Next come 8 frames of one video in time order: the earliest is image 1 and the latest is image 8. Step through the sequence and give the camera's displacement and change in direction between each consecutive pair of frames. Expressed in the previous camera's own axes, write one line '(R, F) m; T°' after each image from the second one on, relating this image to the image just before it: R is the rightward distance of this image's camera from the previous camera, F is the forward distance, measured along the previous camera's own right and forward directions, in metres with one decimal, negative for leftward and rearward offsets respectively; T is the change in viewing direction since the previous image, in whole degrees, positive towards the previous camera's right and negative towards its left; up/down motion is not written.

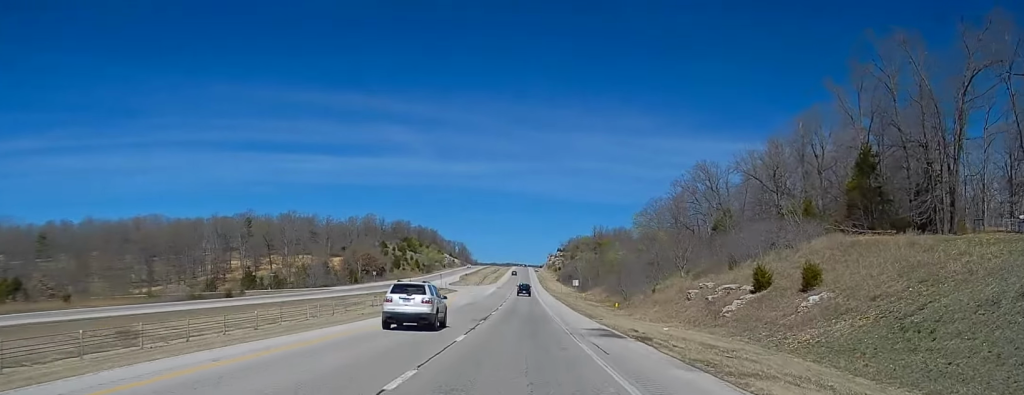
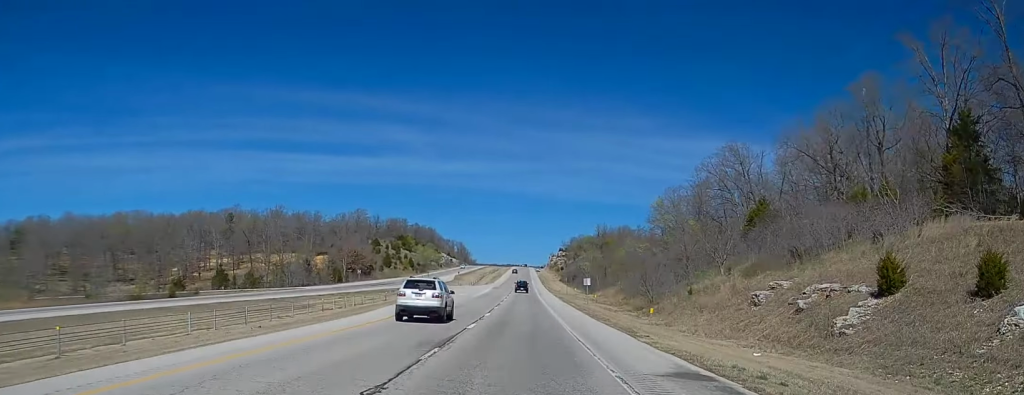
(0.0, +19.8) m; +1°
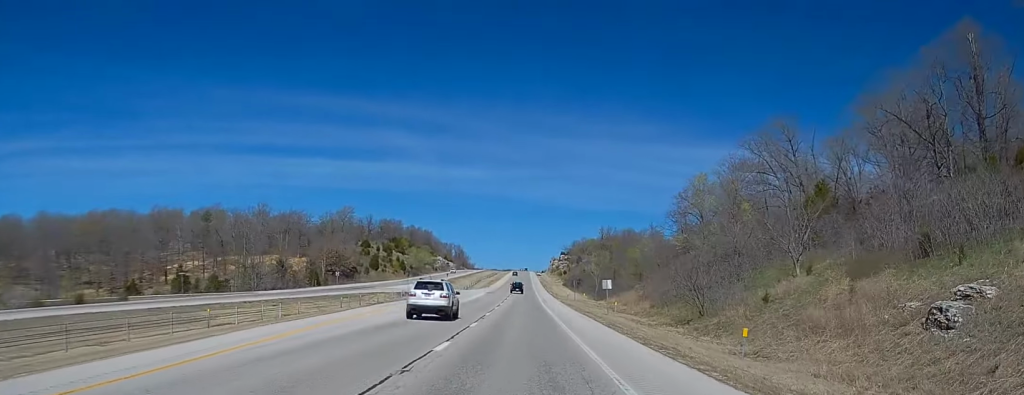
(+0.2, +22.2) m; 0°
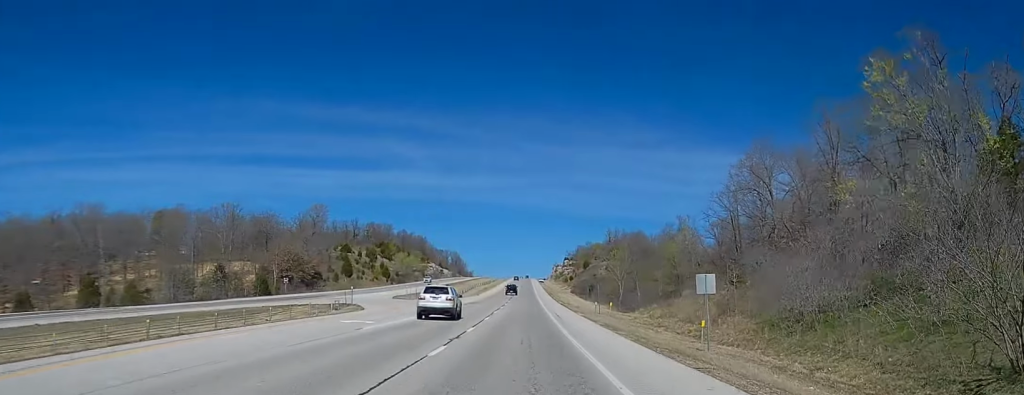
(-0.3, +37.3) m; -1°
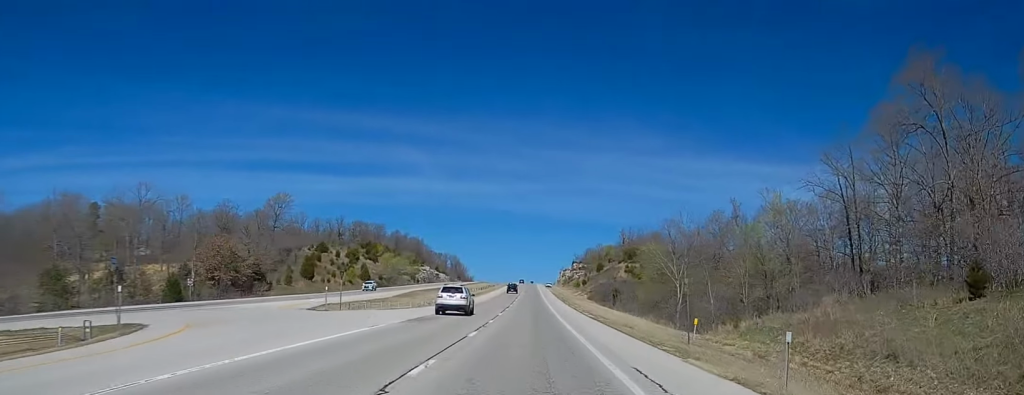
(-0.4, +40.9) m; -1°
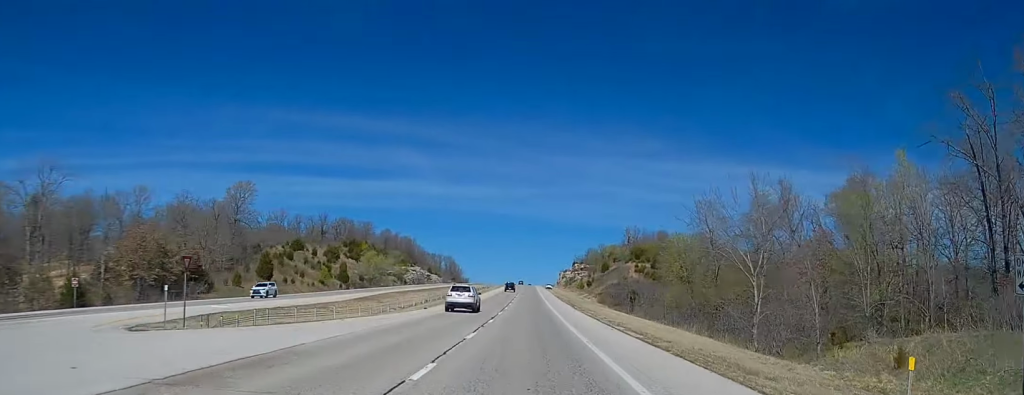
(0.0, +25.6) m; +1°
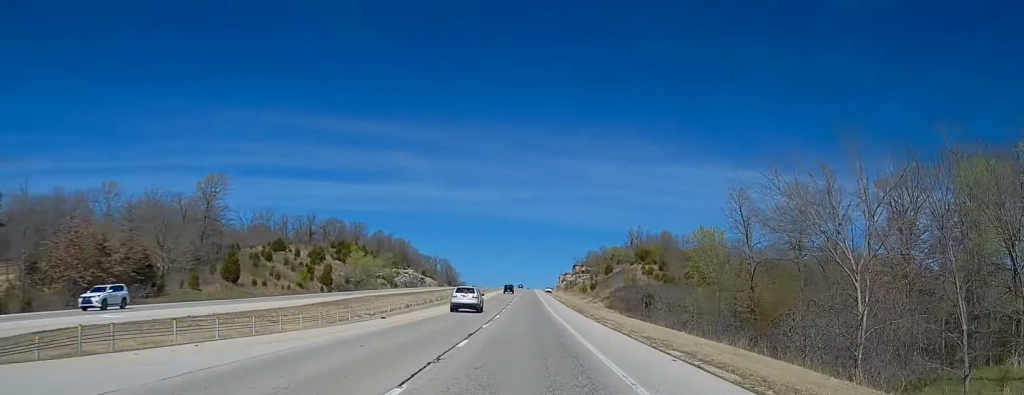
(0.0, +15.7) m; +1°
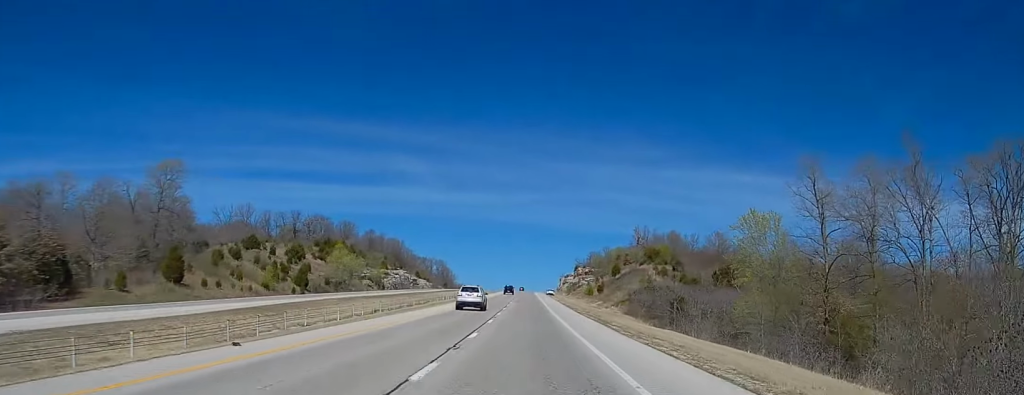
(+0.5, +20.2) m; 0°
